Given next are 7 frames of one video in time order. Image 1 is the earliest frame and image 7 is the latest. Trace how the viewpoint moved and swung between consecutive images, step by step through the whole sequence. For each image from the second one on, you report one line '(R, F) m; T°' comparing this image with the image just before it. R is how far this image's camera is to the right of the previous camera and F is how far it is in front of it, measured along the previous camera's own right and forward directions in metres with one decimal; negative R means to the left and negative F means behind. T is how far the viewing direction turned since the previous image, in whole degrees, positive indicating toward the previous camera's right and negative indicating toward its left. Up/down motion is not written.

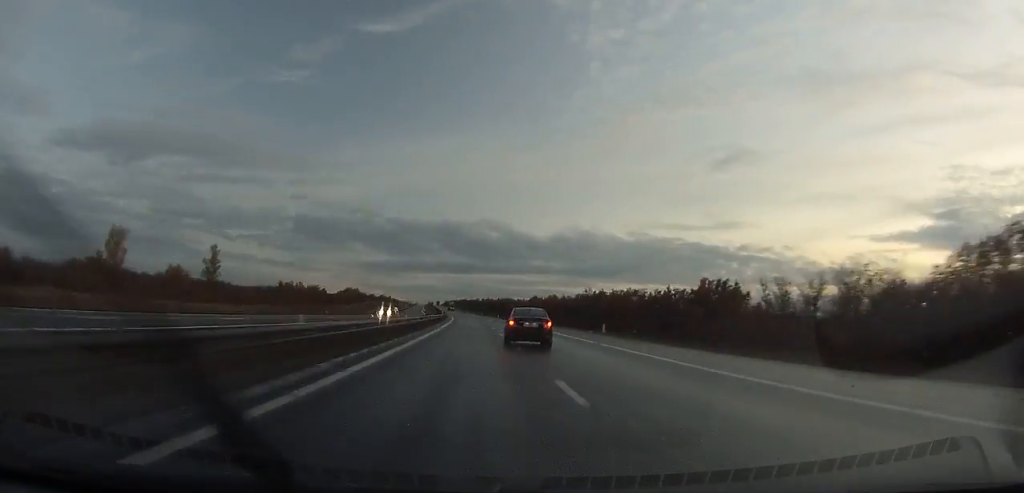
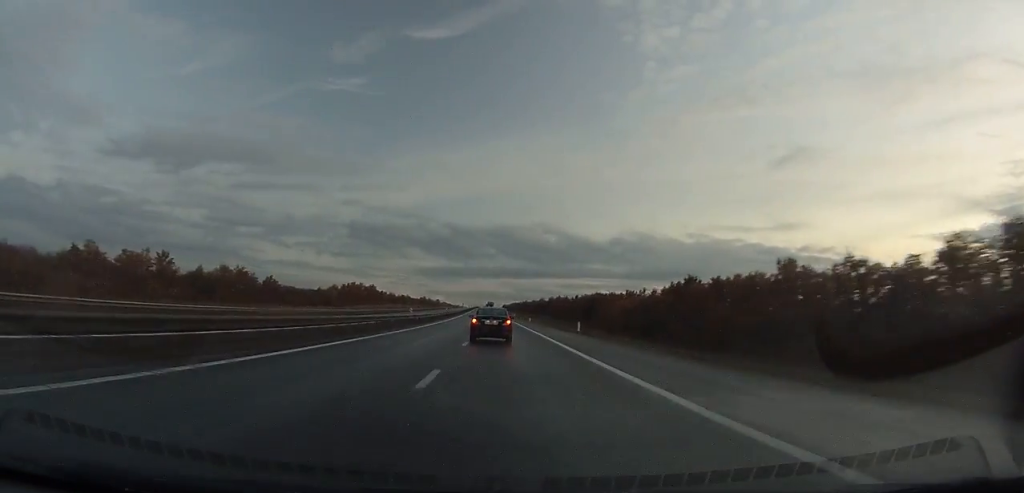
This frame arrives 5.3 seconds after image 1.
(-3.8, +142.2) m; -4°
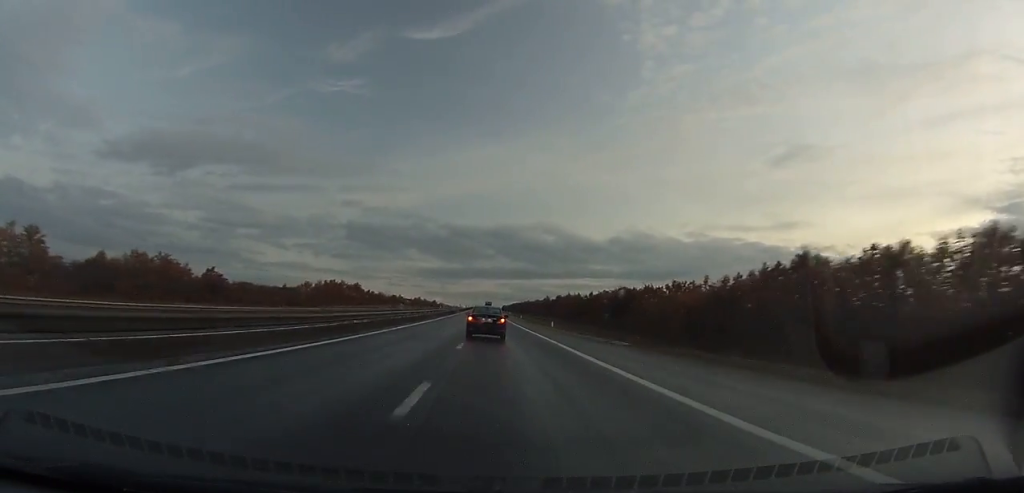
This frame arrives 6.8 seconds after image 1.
(-0.2, +40.0) m; -1°
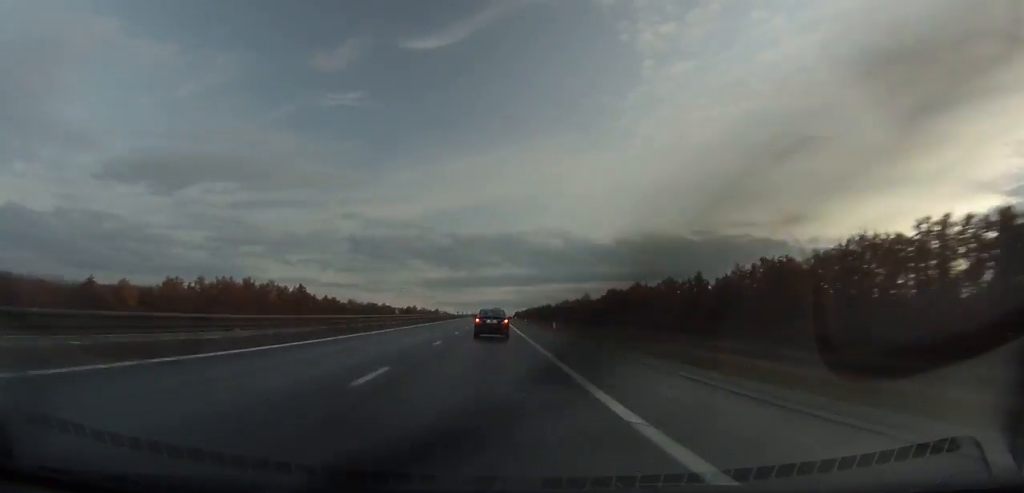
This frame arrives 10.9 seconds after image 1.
(-2.7, +109.2) m; -2°
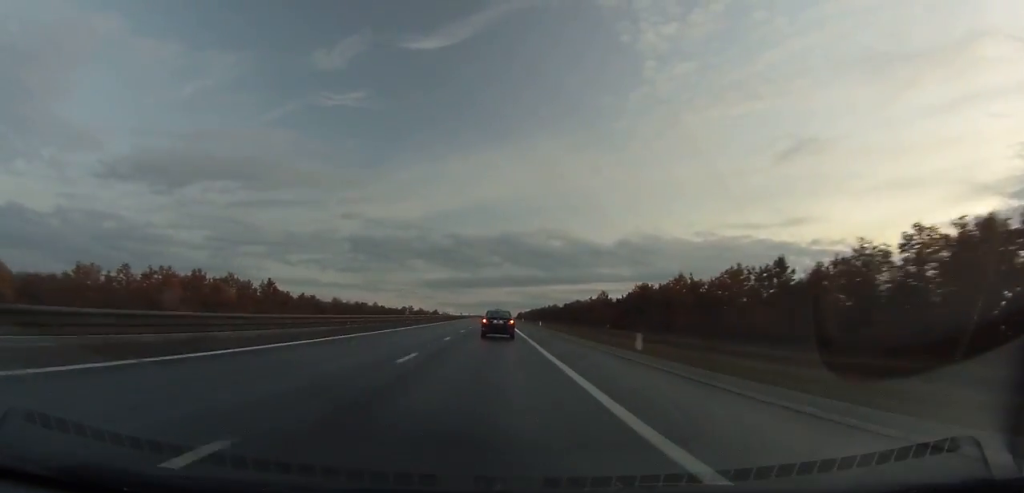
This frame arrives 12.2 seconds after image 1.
(0.0, +34.6) m; 0°
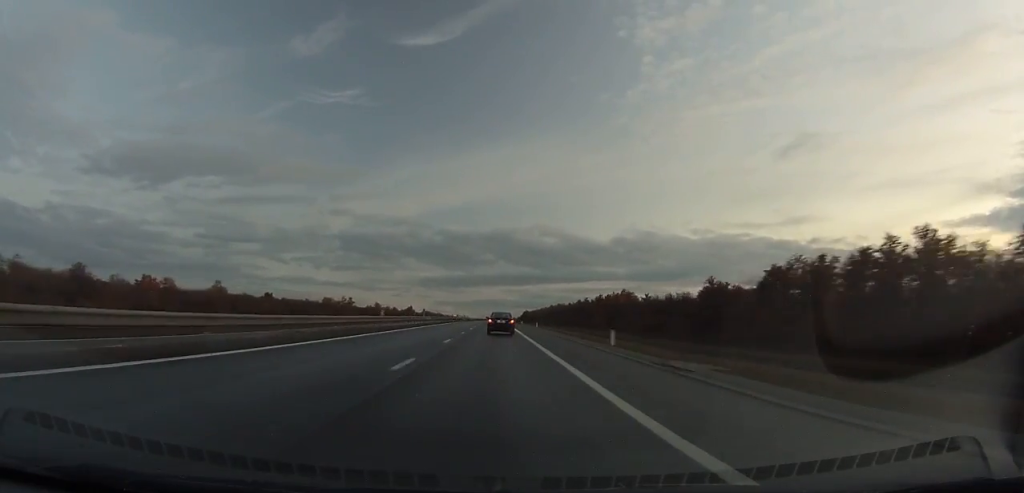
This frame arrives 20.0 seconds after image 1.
(-1.2, +198.3) m; 0°
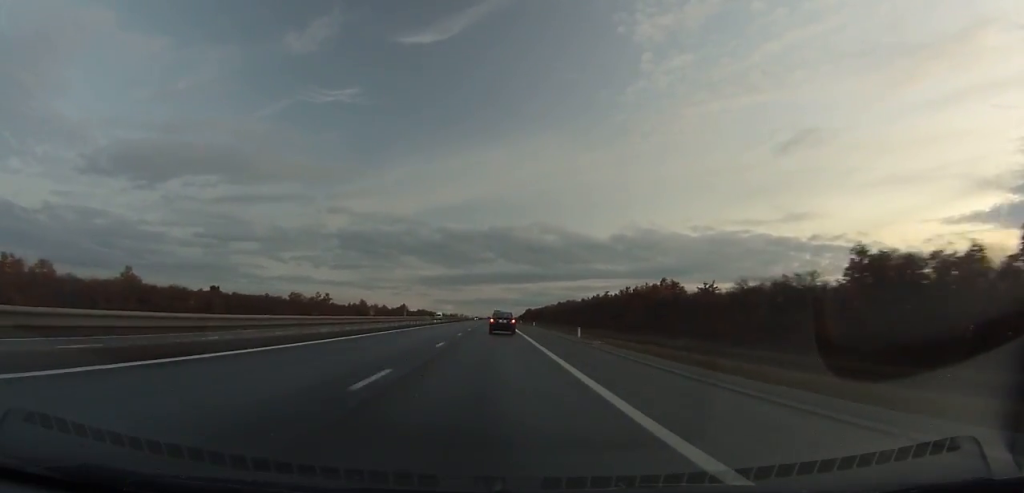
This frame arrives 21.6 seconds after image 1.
(0.0, +39.7) m; 0°
